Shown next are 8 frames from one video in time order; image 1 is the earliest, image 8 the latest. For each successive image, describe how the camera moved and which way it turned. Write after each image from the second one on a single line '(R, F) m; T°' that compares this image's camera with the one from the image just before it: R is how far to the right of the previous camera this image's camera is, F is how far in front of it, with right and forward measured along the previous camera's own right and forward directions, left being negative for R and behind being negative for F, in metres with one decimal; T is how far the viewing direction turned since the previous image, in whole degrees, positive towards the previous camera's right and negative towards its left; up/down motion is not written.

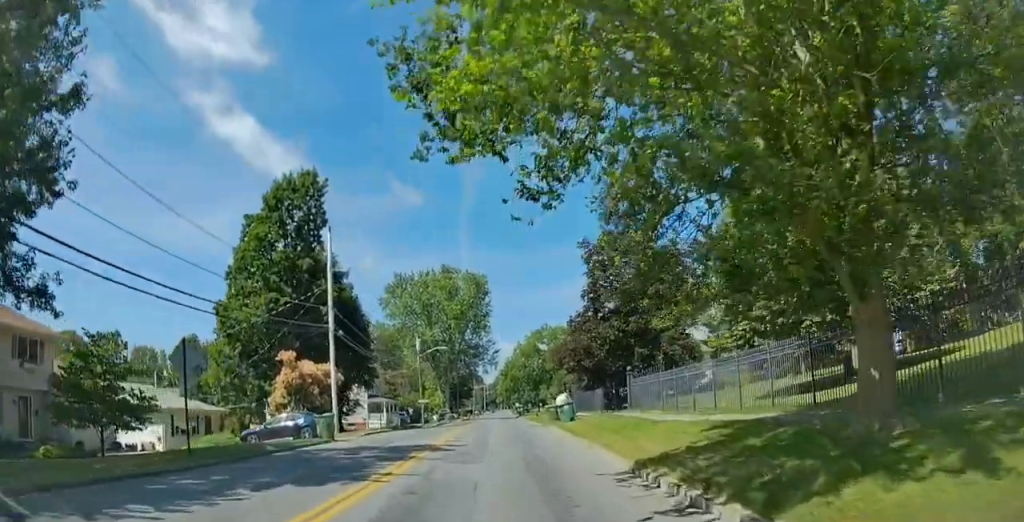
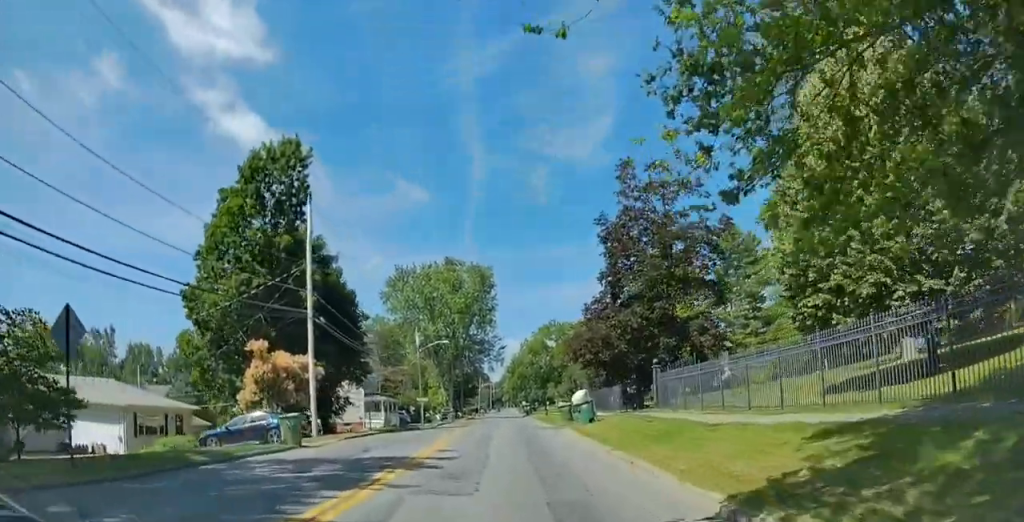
(+0.1, +5.4) m; -2°
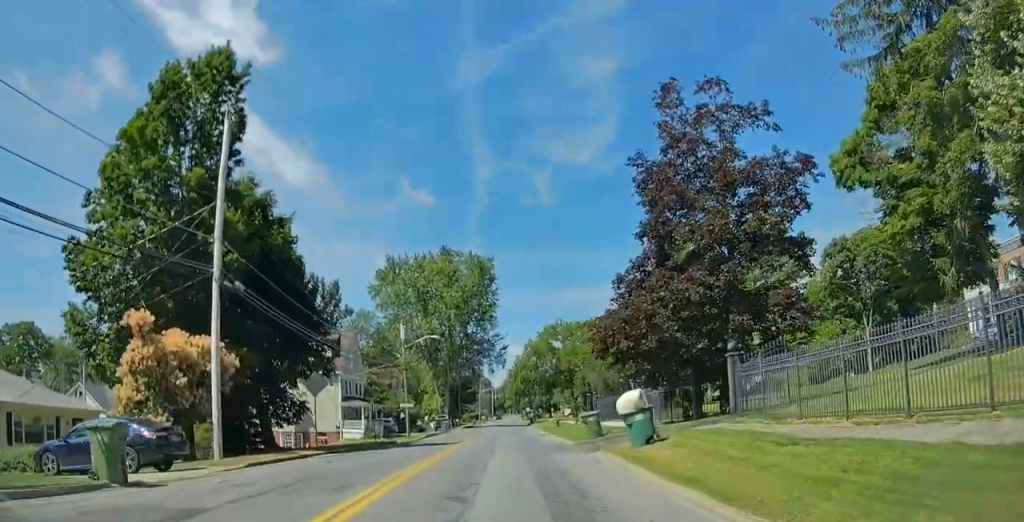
(-0.8, +11.3) m; -1°
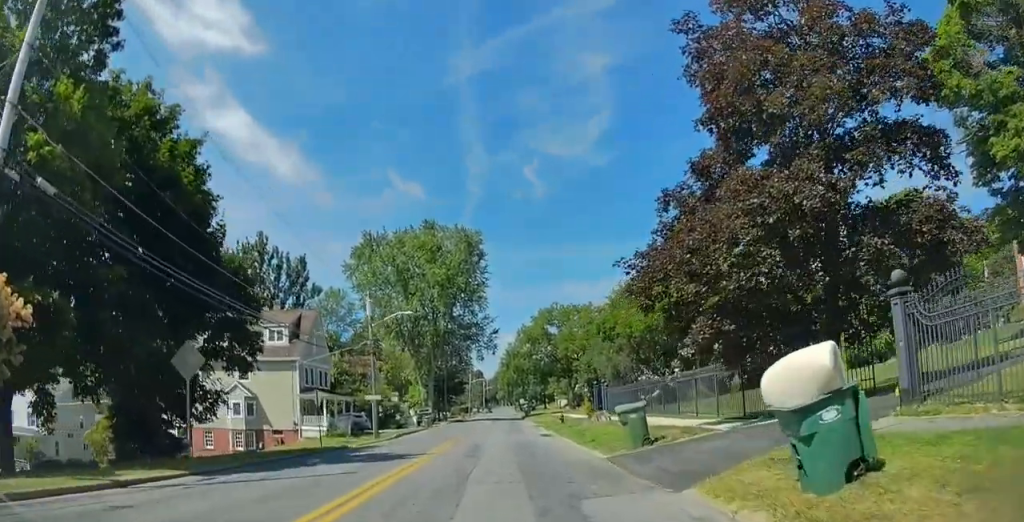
(+0.5, +10.8) m; +1°
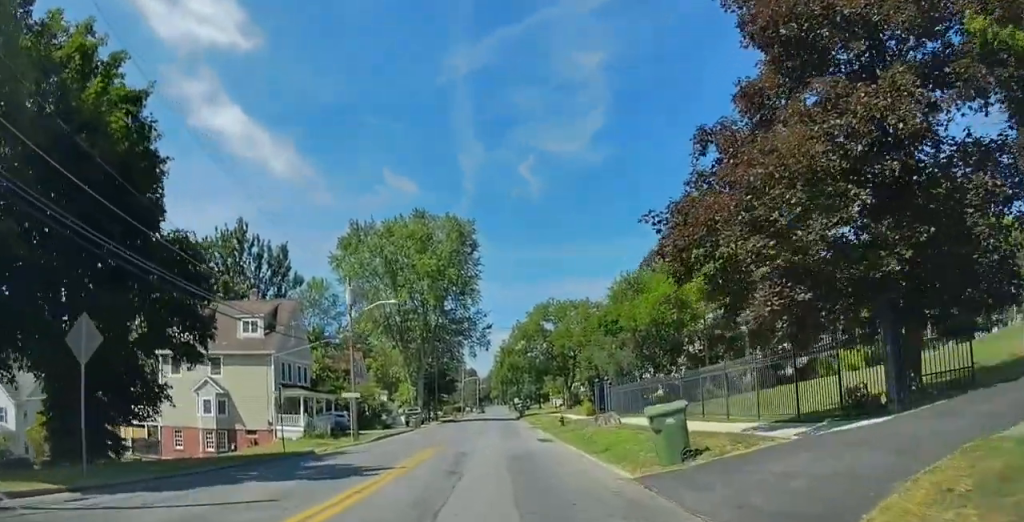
(+0.1, +4.6) m; -2°
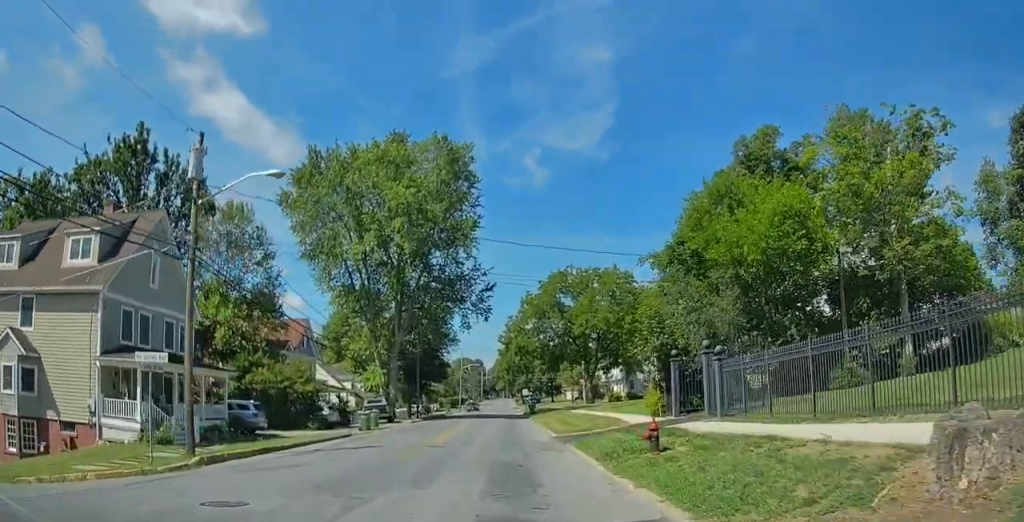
(0.0, +24.7) m; -1°
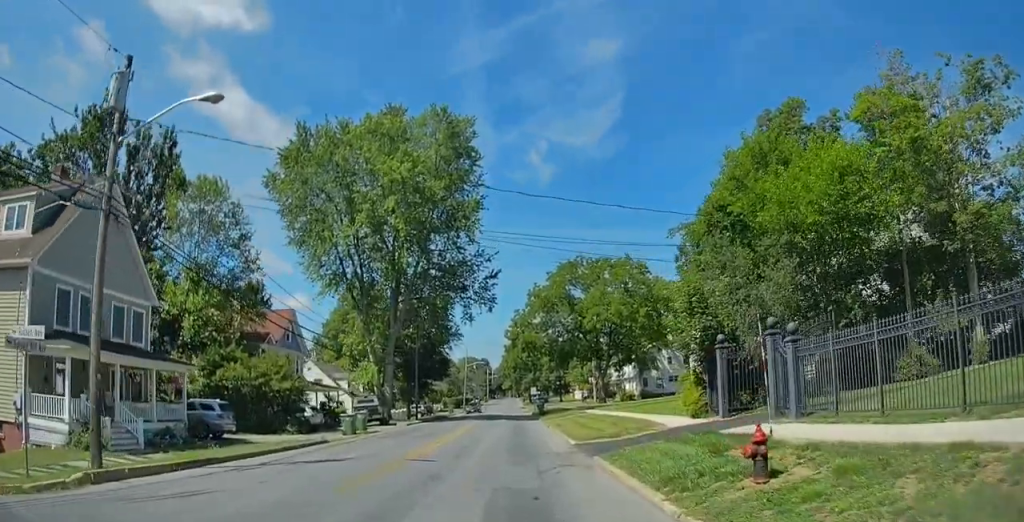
(-0.3, +5.8) m; -3°
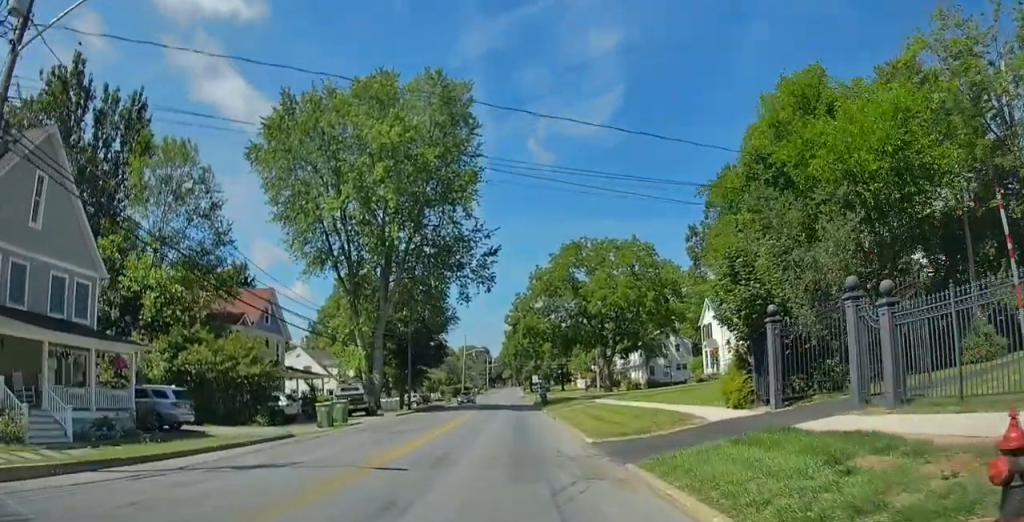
(0.0, +4.9) m; -1°
